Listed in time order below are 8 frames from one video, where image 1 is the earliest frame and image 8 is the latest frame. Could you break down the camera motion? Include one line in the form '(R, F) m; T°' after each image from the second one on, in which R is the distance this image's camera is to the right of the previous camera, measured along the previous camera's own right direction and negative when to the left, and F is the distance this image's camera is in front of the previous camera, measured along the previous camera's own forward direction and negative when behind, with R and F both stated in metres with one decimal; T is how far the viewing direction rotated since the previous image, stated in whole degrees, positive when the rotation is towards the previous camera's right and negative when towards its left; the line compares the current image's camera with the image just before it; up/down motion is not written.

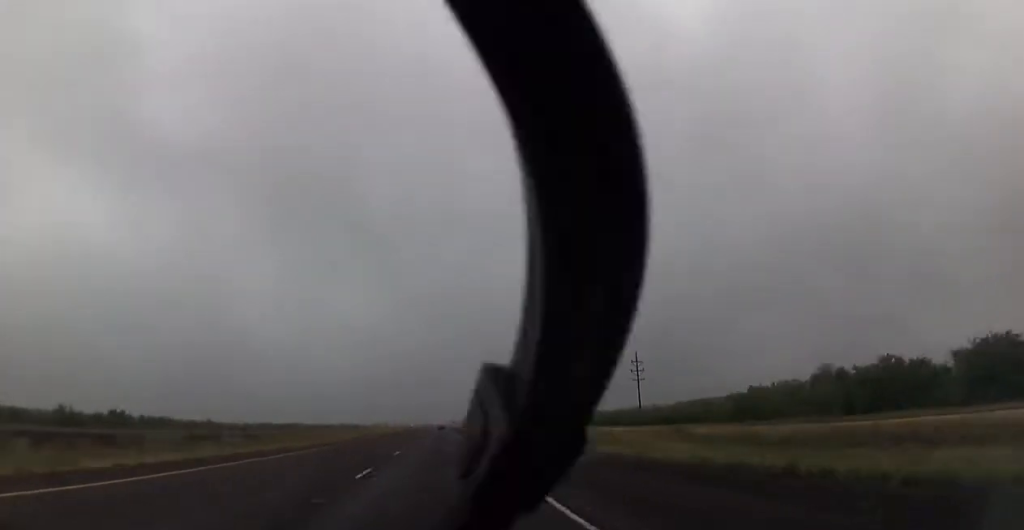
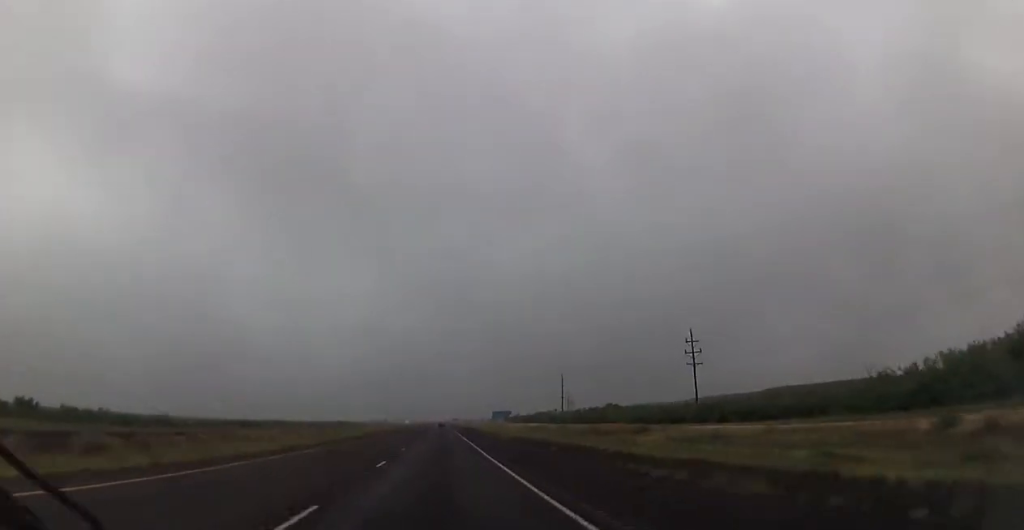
(0.0, +32.6) m; 0°
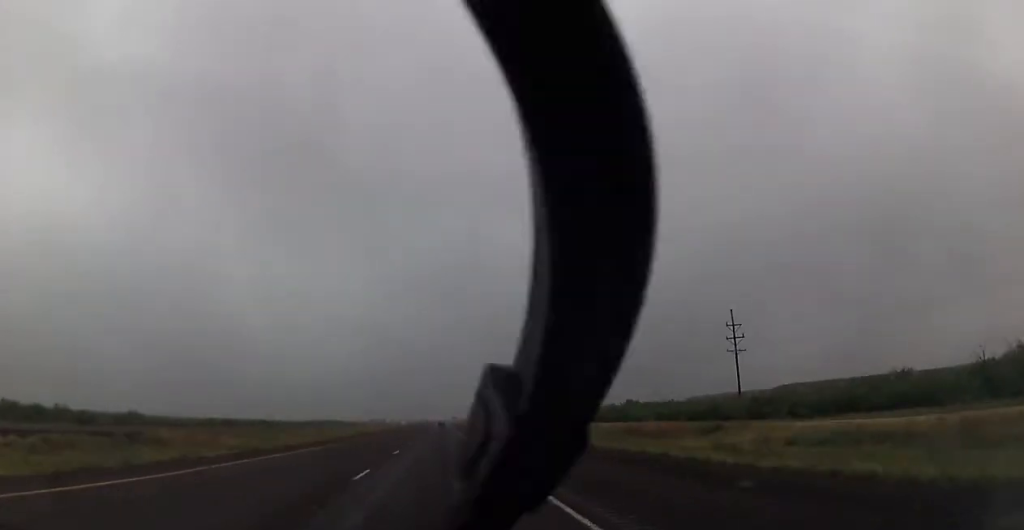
(-0.1, +16.9) m; 0°
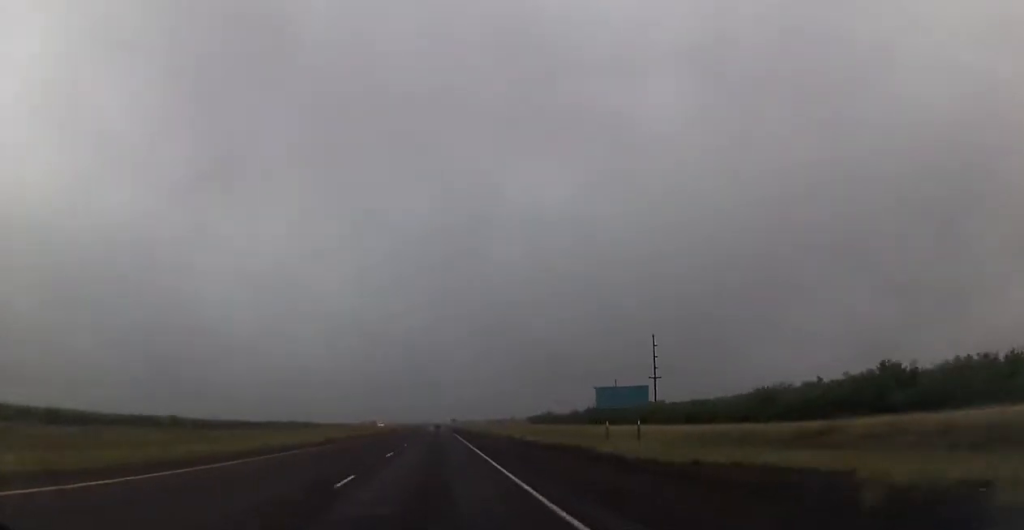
(+0.2, +86.9) m; 0°
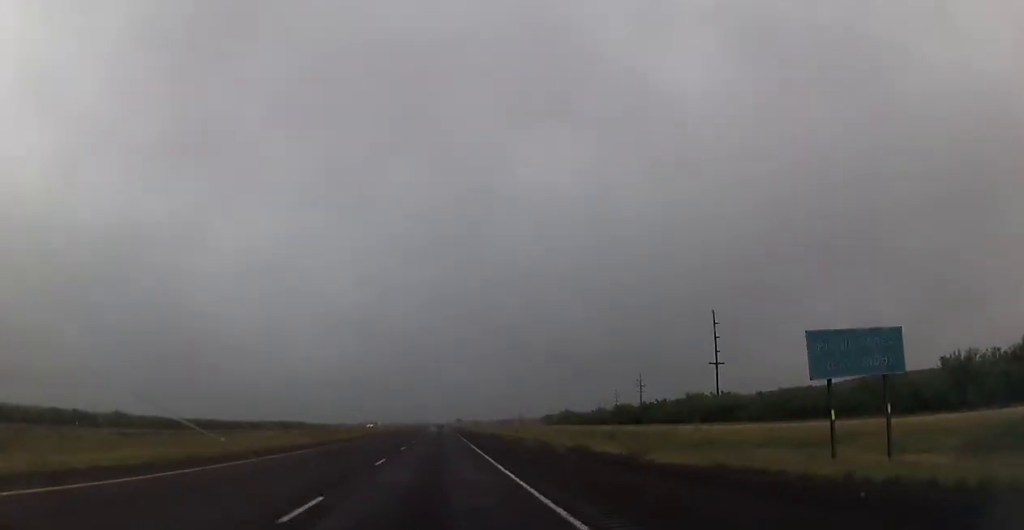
(+0.1, +29.0) m; 0°
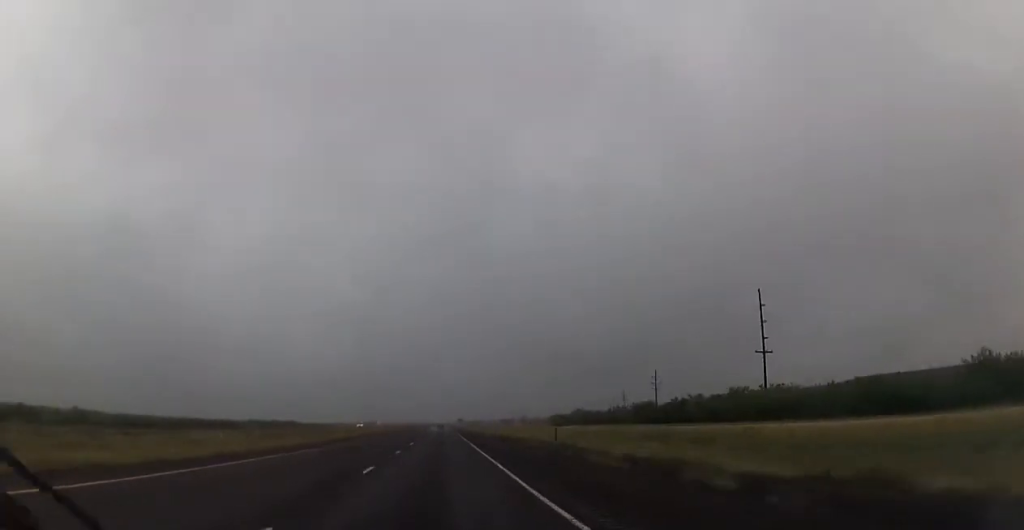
(+0.1, +15.7) m; 0°
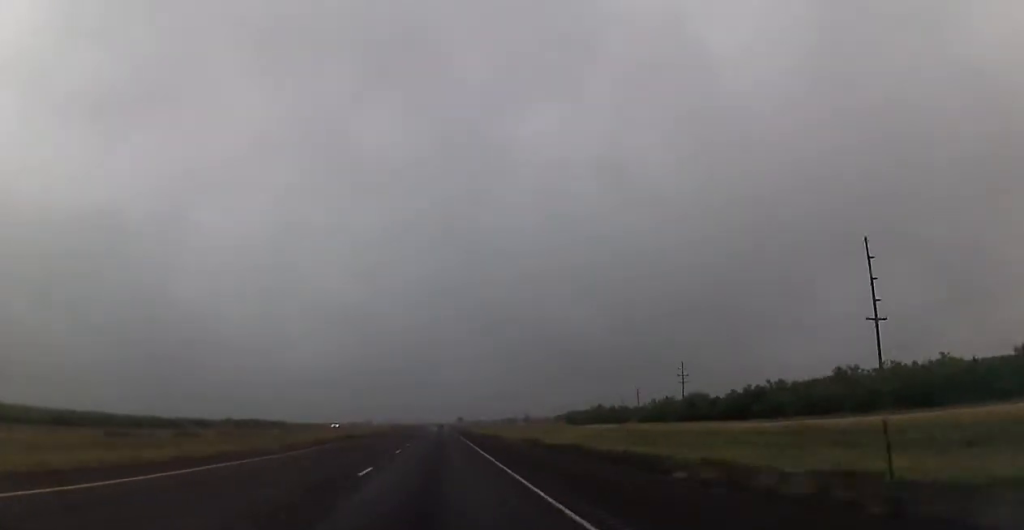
(-0.3, +25.5) m; 0°
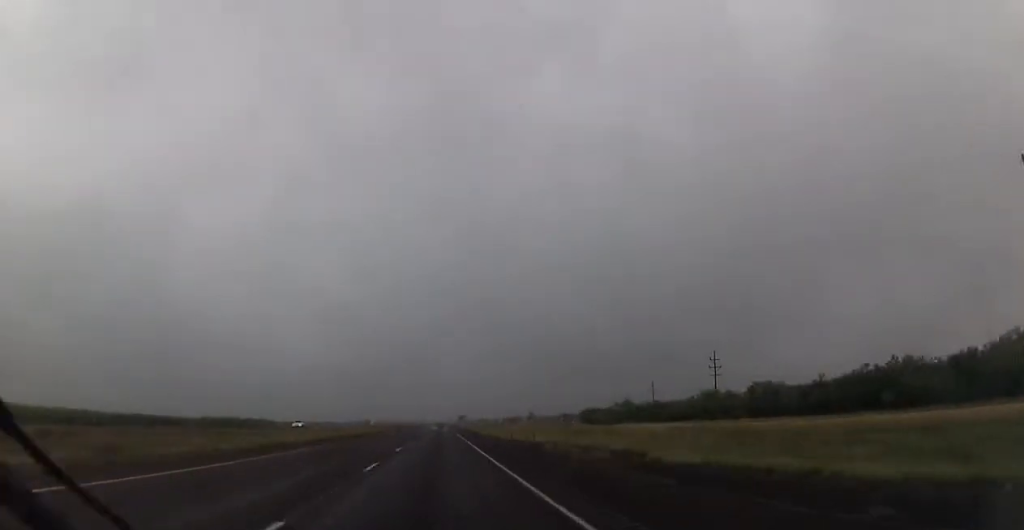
(0.0, +23.0) m; 0°
